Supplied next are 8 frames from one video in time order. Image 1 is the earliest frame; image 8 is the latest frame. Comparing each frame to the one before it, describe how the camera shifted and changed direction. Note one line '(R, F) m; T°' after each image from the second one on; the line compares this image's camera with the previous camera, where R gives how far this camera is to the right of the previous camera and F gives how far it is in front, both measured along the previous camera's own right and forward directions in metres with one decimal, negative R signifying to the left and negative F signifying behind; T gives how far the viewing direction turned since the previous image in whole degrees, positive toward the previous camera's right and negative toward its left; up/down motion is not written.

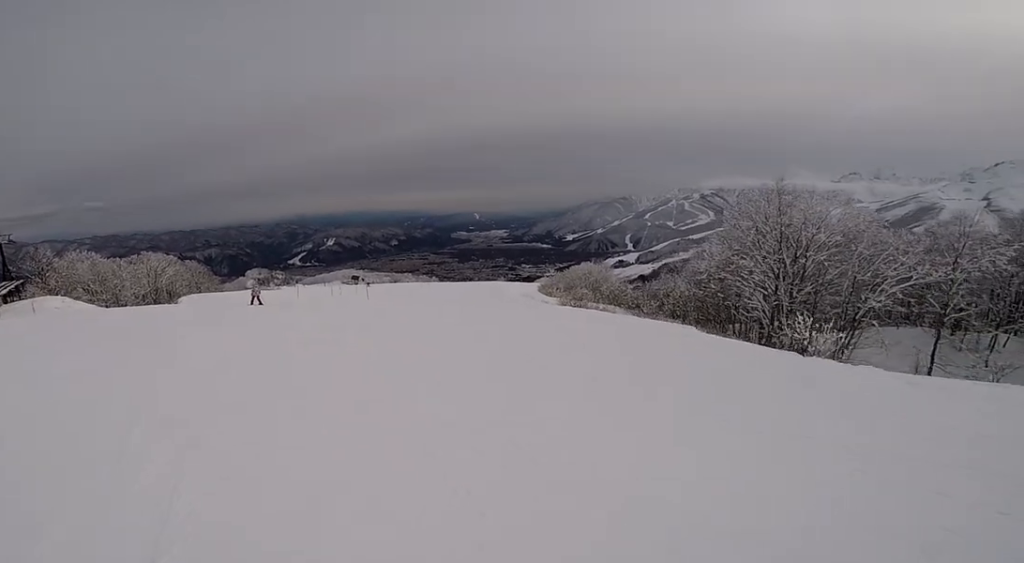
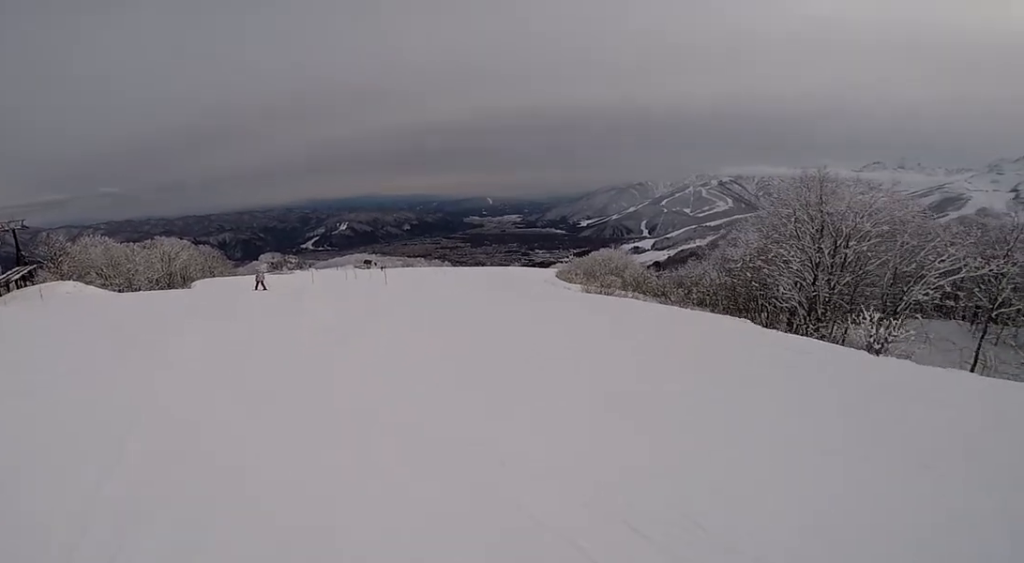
(0.0, +1.8) m; +1°
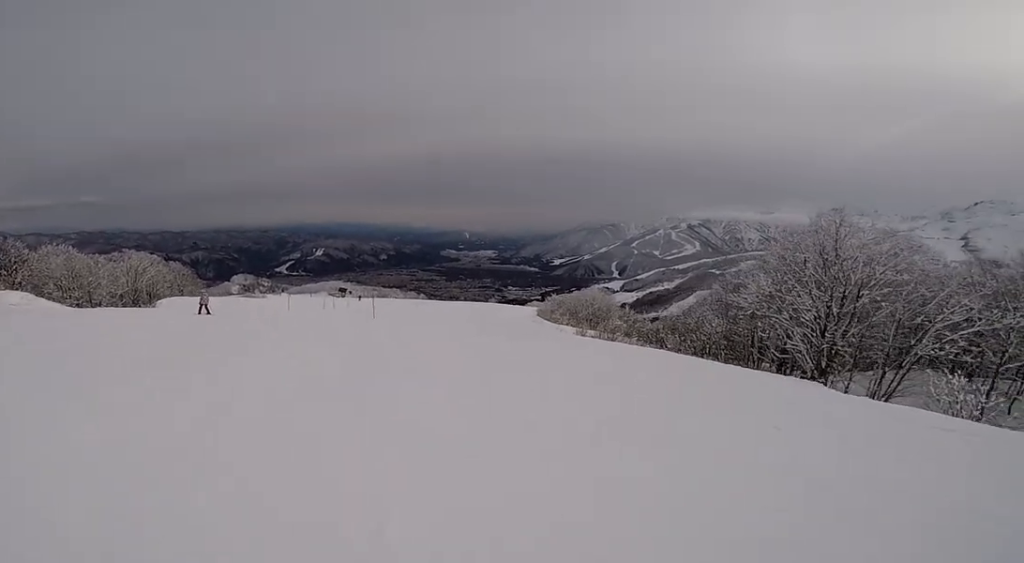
(+0.1, +4.1) m; +13°
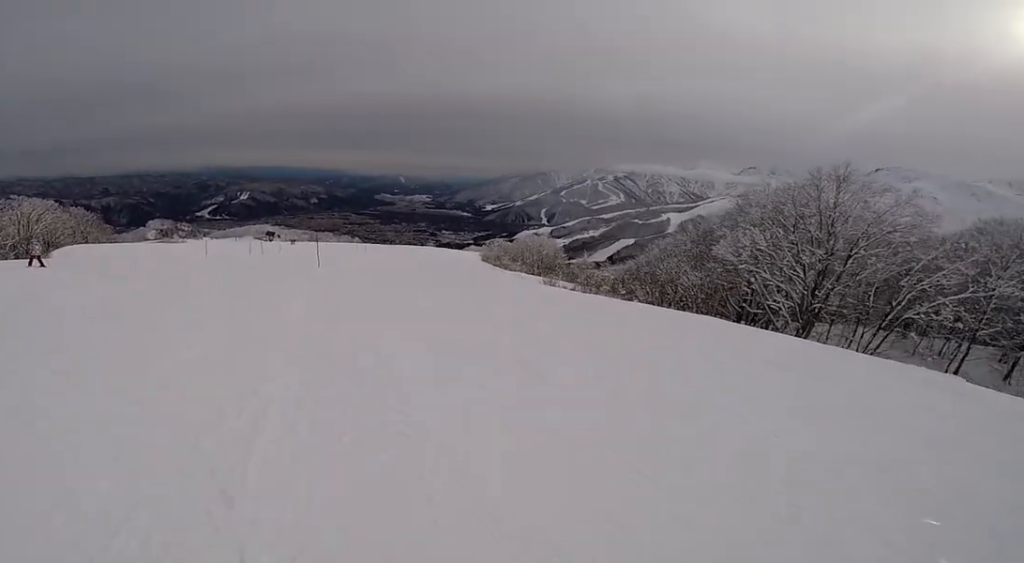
(+1.4, +5.8) m; +34°
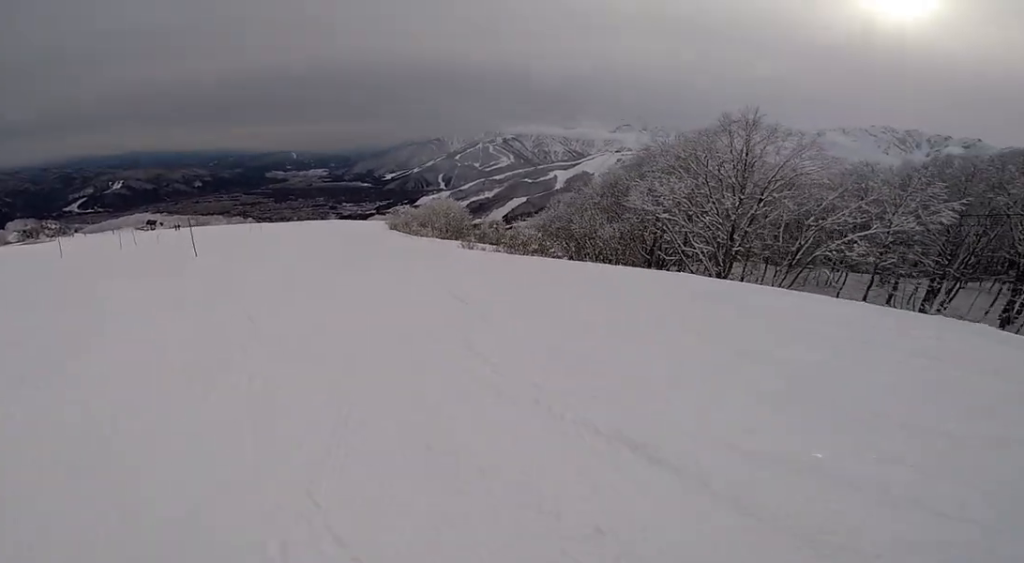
(+0.7, +3.3) m; +4°
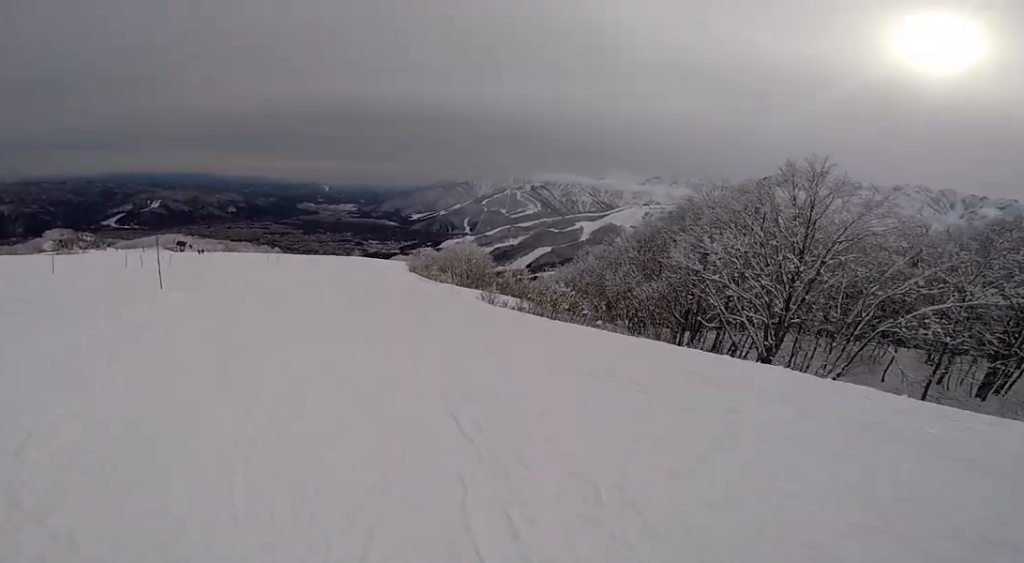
(+0.3, +3.4) m; -6°
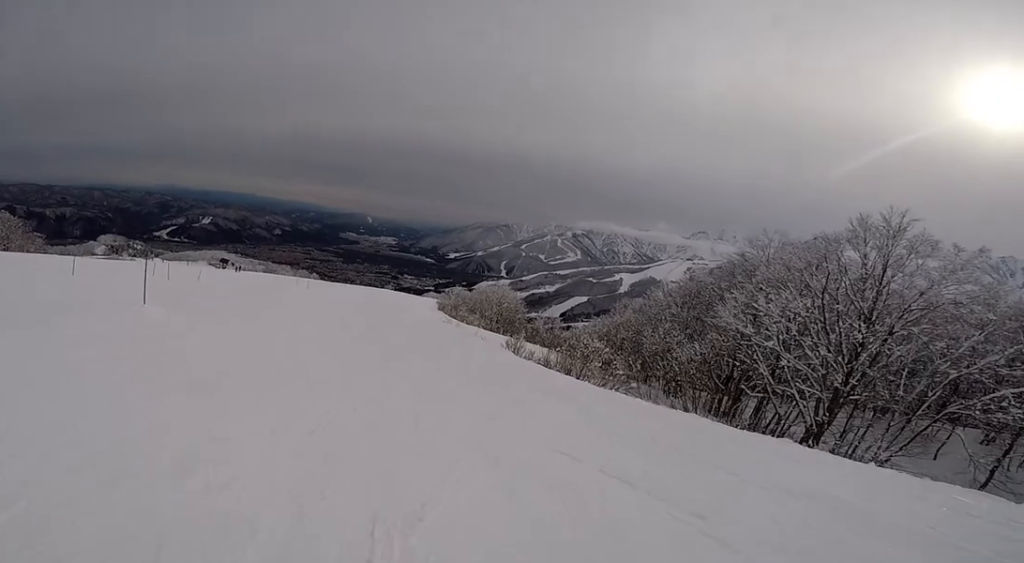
(-0.4, +2.3) m; -10°
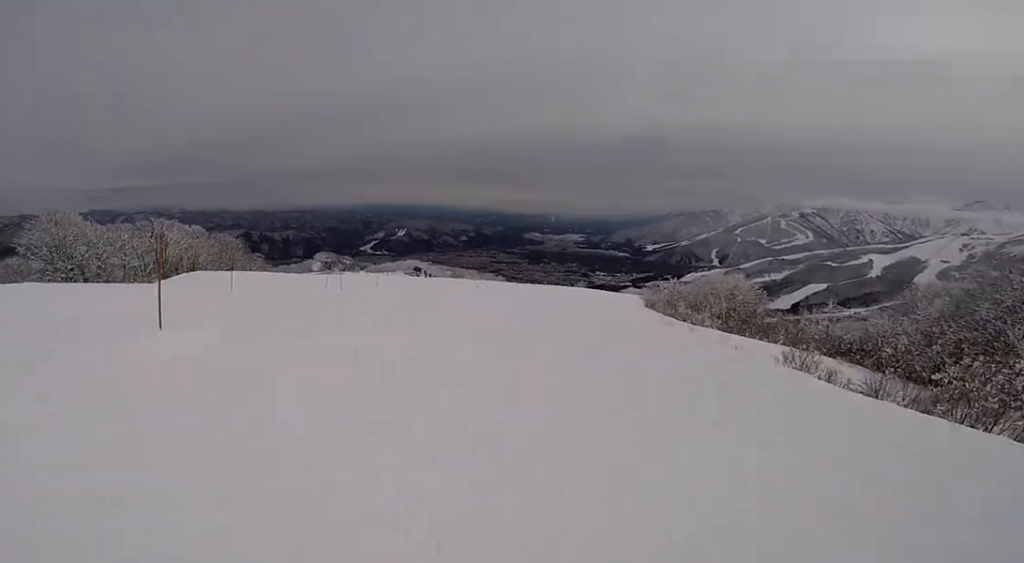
(-2.8, +8.2) m; -38°
